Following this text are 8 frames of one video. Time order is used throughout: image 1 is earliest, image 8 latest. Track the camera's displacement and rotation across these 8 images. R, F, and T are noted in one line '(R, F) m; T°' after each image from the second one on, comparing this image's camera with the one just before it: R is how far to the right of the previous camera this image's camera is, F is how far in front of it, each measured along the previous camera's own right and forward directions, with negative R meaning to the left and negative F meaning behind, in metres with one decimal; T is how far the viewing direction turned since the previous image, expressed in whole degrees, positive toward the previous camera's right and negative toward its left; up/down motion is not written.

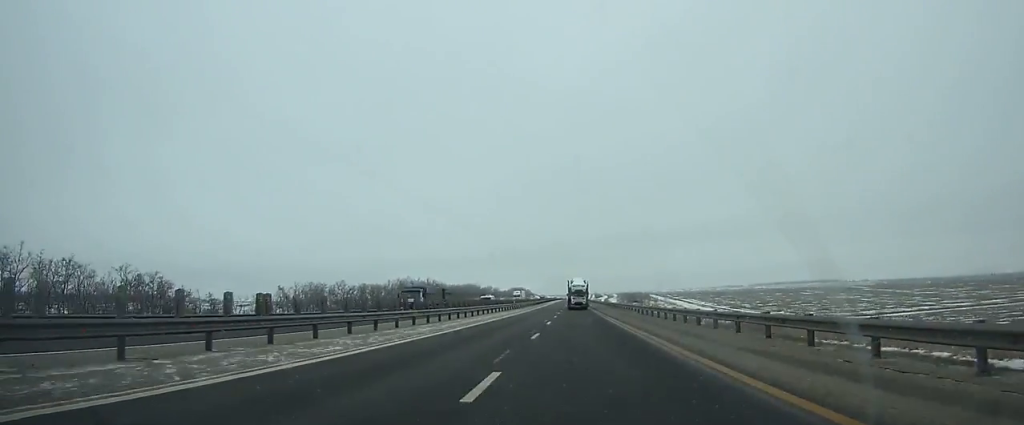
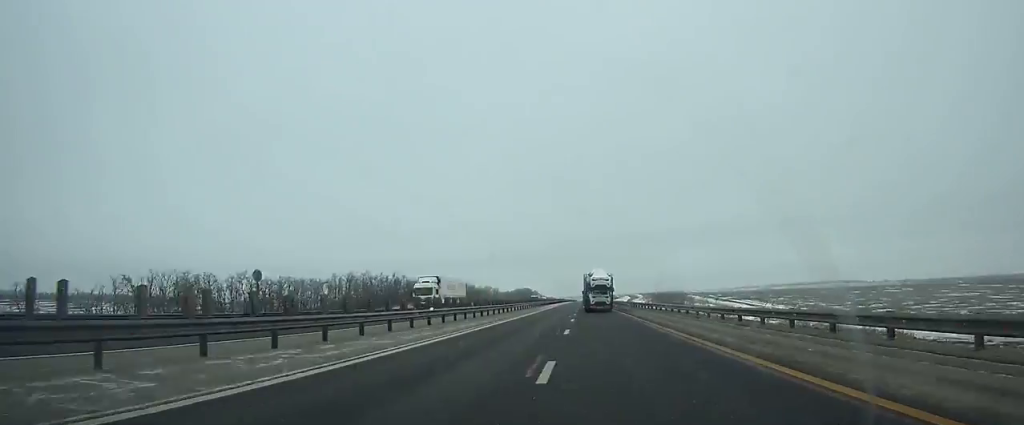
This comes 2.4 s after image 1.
(-0.2, +65.6) m; 0°
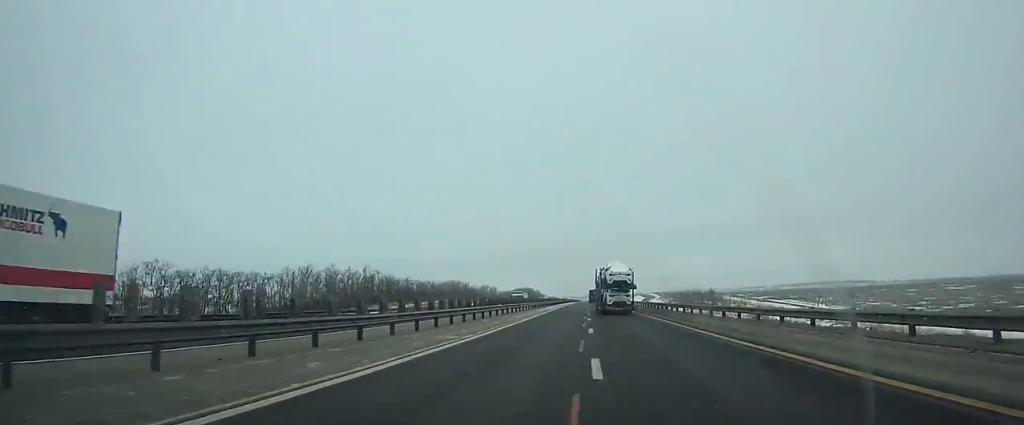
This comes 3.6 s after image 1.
(-0.1, +34.3) m; 0°
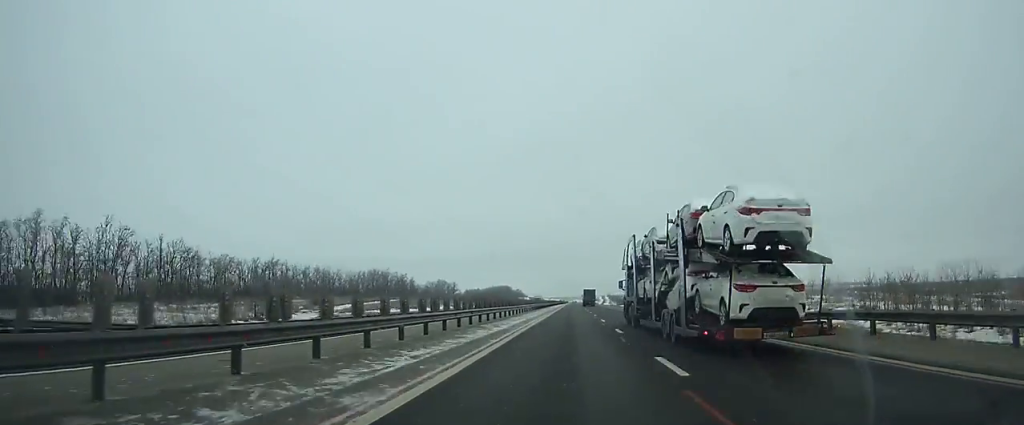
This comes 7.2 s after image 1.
(+0.5, +105.4) m; +1°
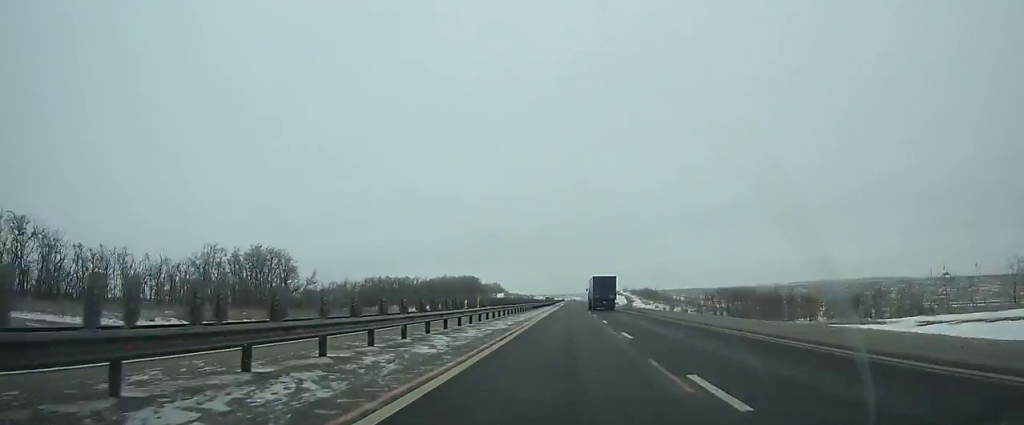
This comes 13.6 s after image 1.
(+1.4, +194.5) m; +1°
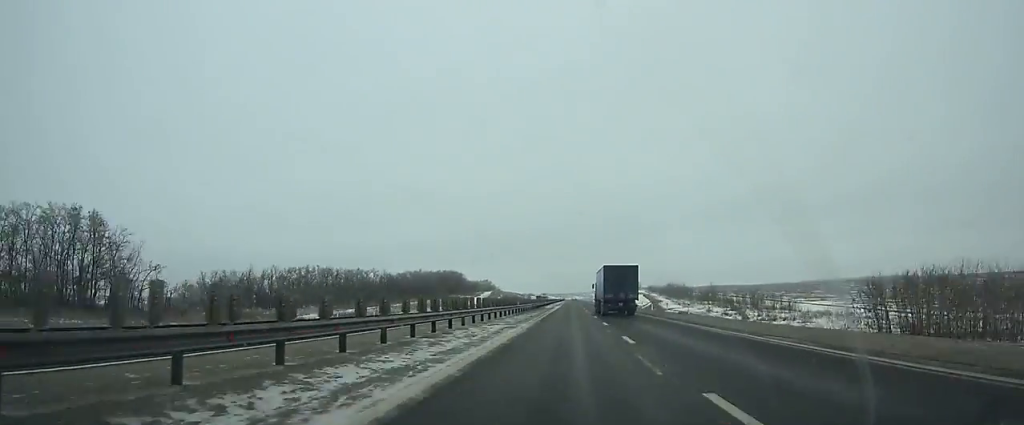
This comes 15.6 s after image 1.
(+0.1, +61.3) m; 0°
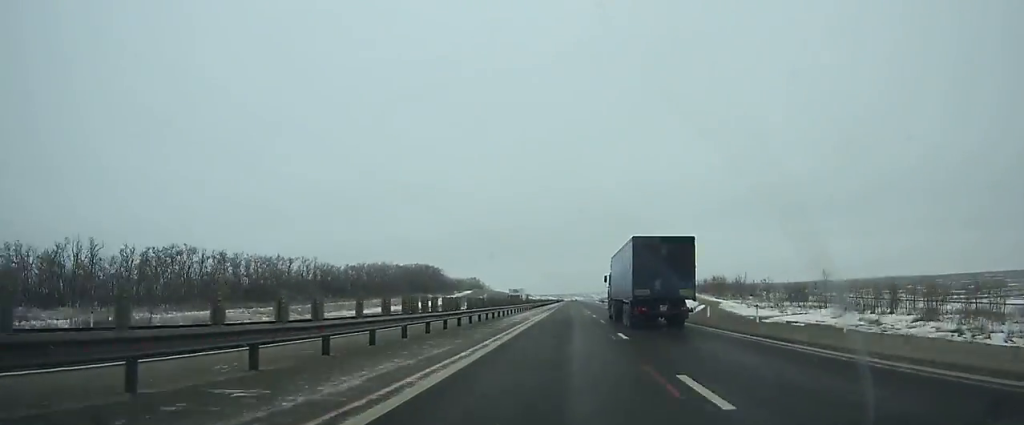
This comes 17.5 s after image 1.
(0.0, +58.3) m; 0°
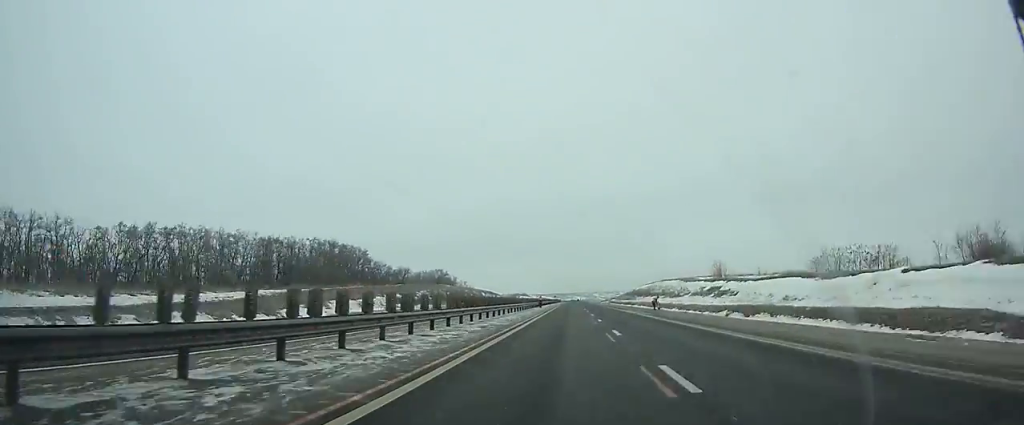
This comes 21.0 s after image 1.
(-0.2, +107.4) m; 0°
